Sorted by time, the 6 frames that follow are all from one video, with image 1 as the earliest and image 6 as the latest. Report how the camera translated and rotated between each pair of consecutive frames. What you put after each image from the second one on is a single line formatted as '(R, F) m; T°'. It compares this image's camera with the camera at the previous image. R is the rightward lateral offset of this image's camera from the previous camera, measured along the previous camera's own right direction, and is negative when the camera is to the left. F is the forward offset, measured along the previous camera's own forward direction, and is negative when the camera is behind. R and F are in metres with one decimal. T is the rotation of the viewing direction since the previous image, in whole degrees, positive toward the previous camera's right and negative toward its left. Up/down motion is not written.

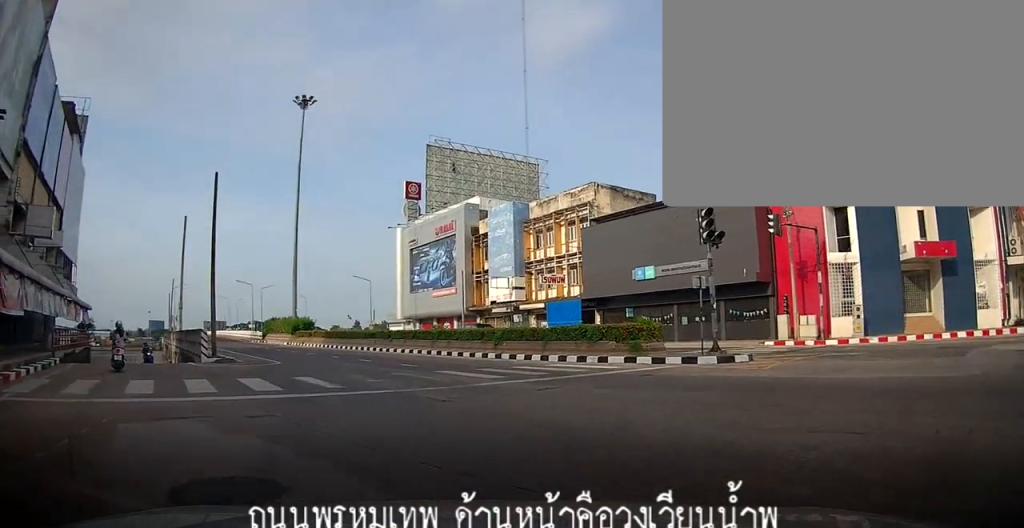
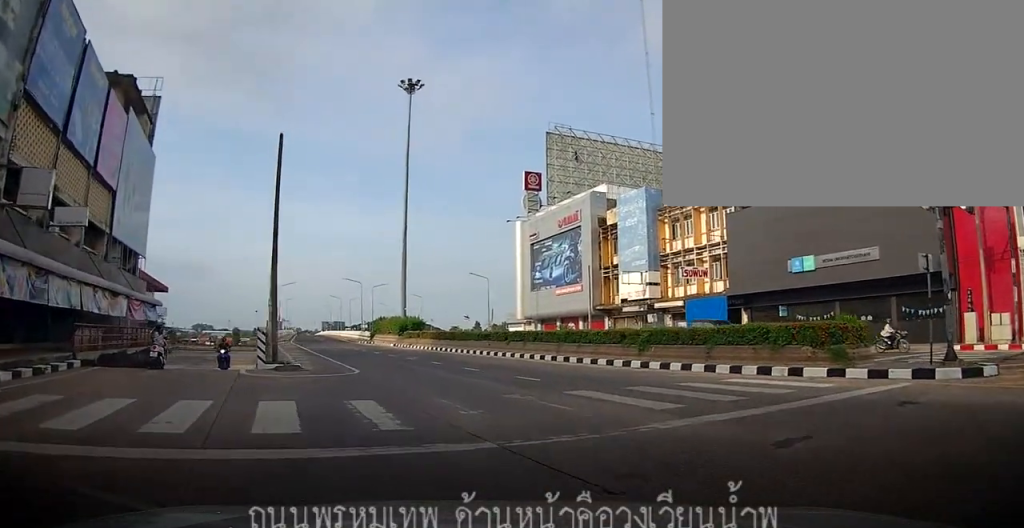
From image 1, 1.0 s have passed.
(-0.3, +6.0) m; -9°
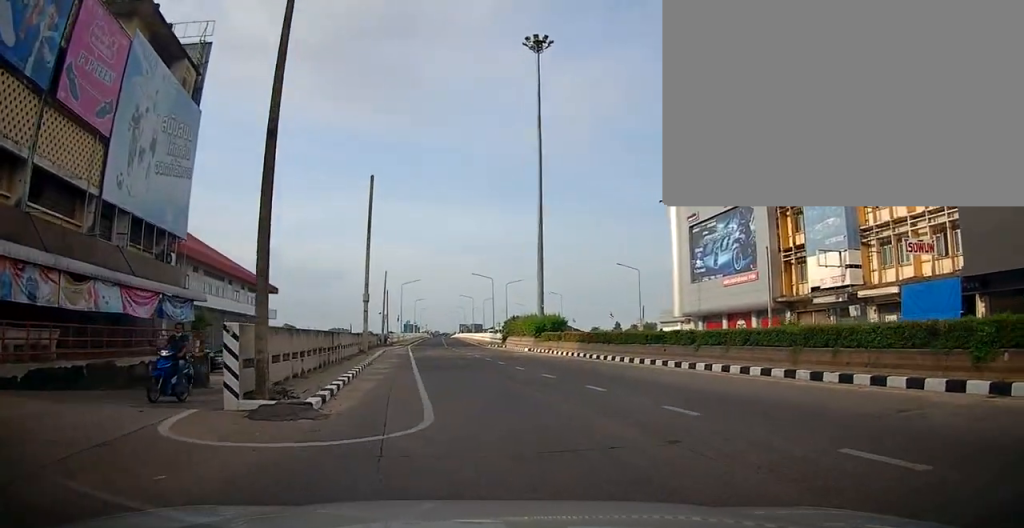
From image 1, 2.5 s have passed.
(-1.8, +10.5) m; -21°
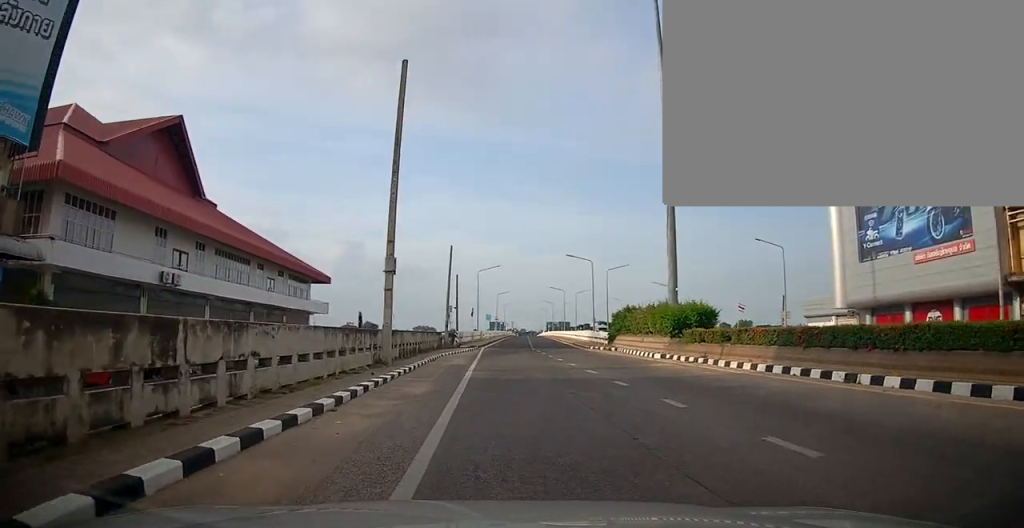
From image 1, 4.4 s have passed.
(-1.7, +15.5) m; -6°
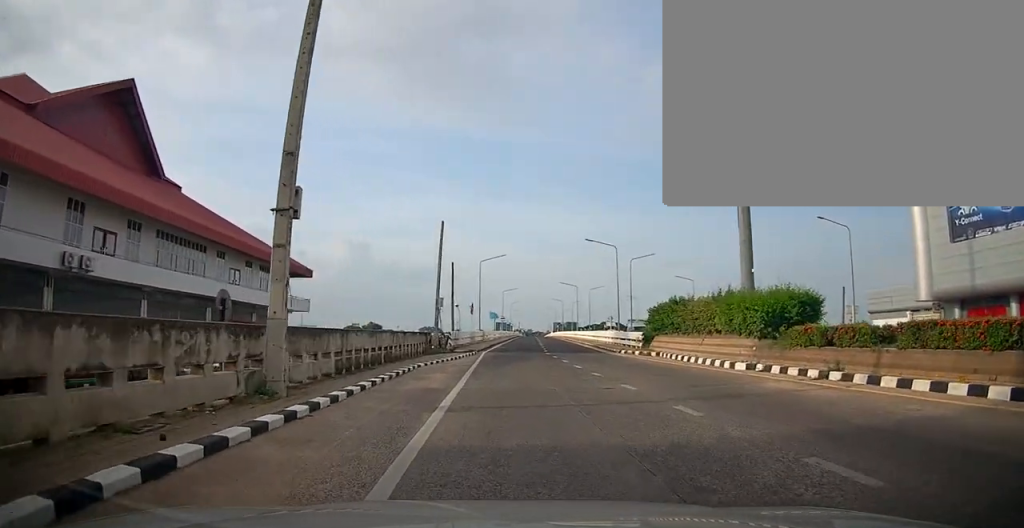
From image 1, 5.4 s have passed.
(0.0, +9.6) m; 0°
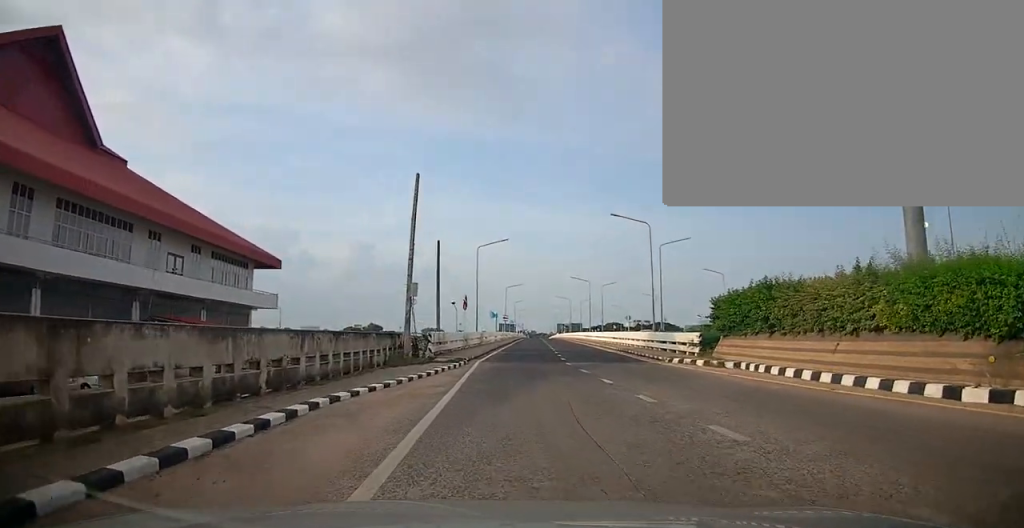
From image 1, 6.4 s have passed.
(0.0, +10.3) m; +5°
